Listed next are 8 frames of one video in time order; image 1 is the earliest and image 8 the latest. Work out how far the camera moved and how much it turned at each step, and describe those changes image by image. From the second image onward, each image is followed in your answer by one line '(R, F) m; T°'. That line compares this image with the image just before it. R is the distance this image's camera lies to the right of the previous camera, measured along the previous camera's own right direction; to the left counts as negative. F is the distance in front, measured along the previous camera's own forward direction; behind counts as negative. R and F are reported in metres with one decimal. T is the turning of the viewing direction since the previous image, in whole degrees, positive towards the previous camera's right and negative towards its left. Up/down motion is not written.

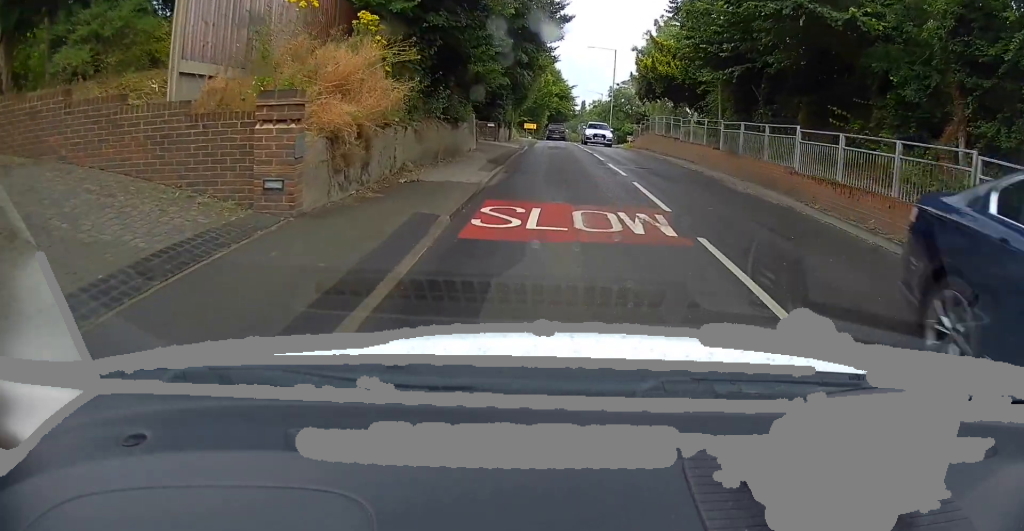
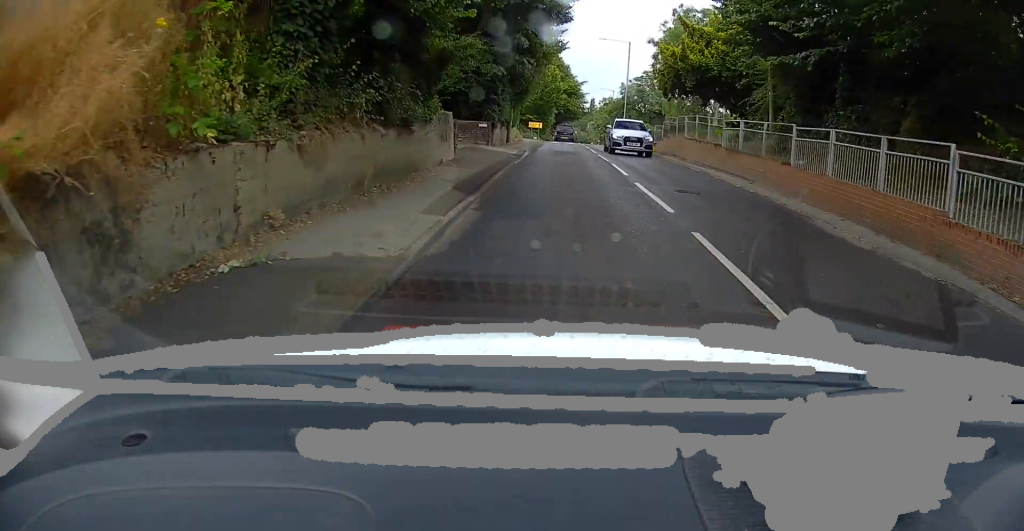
(+0.1, +6.0) m; +1°
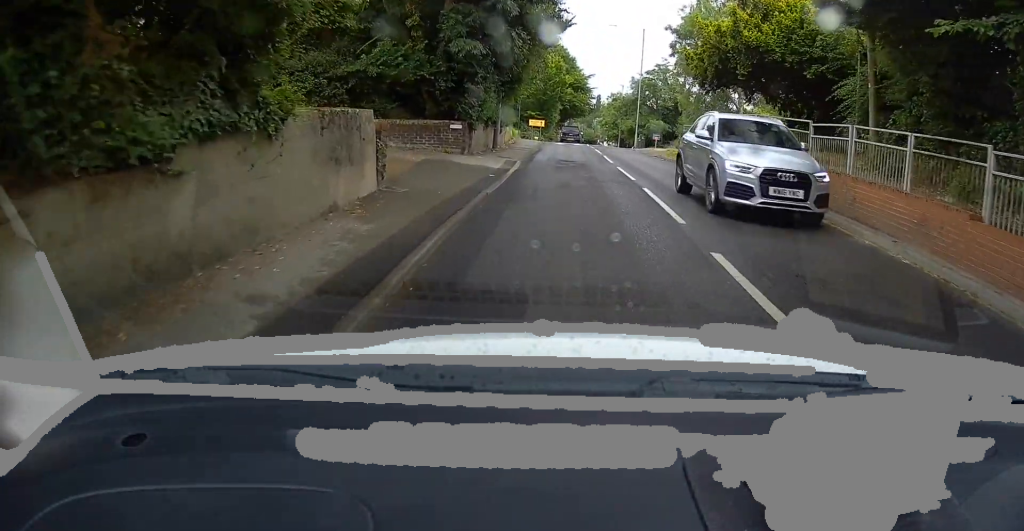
(+0.1, +7.2) m; +1°
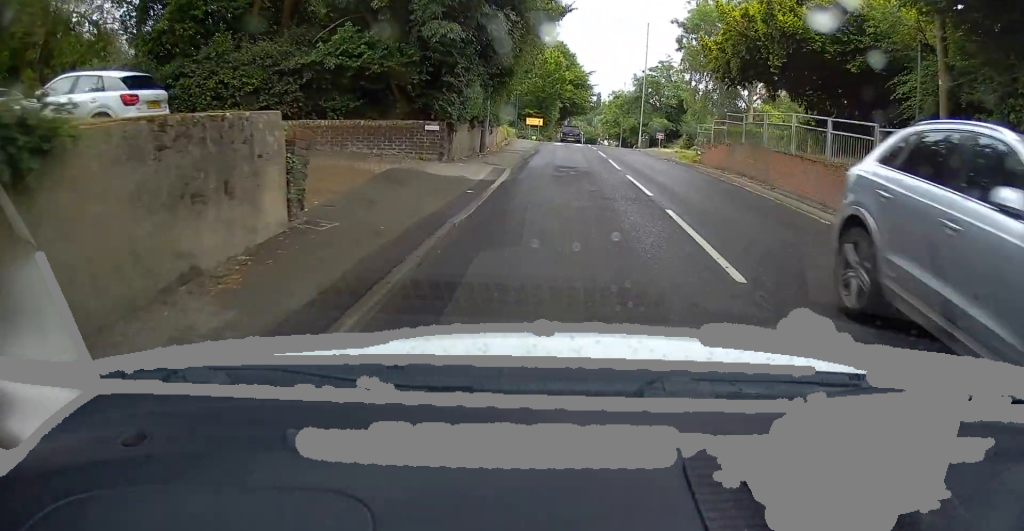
(0.0, +2.9) m; 0°
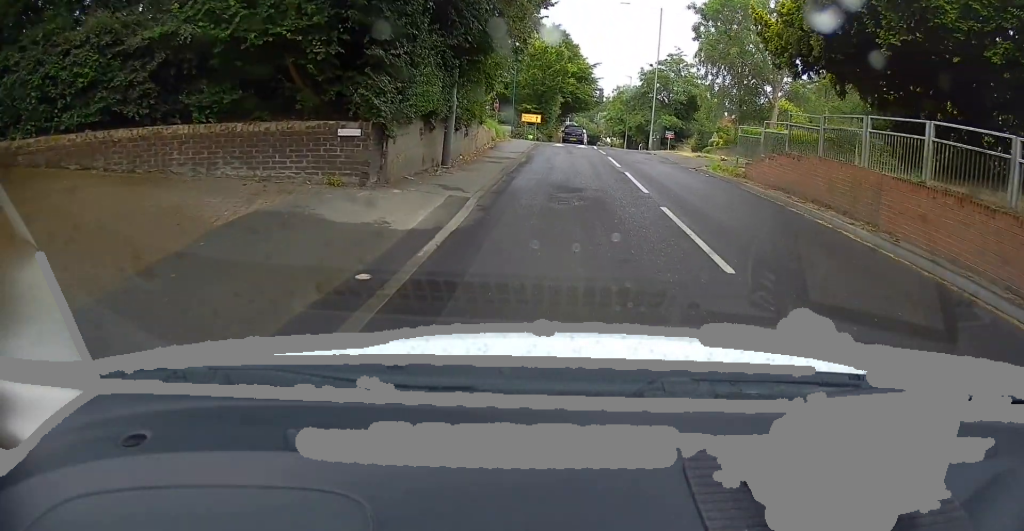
(0.0, +5.6) m; -1°
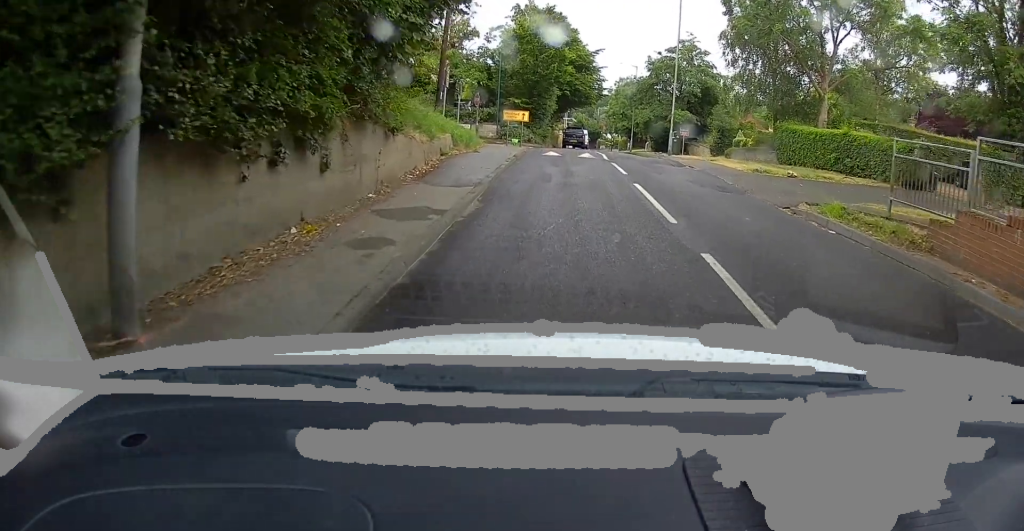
(-0.2, +9.0) m; -3°
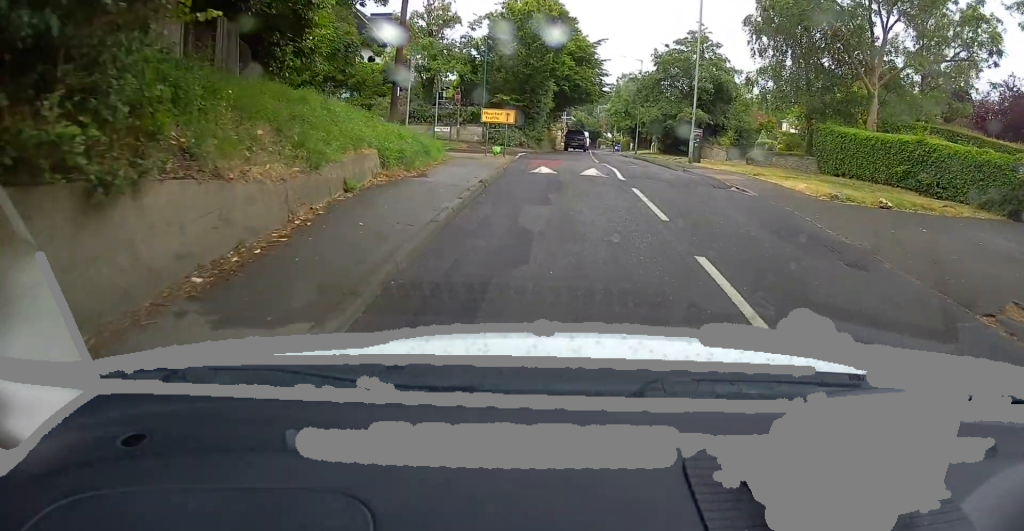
(-0.2, +6.1) m; +2°
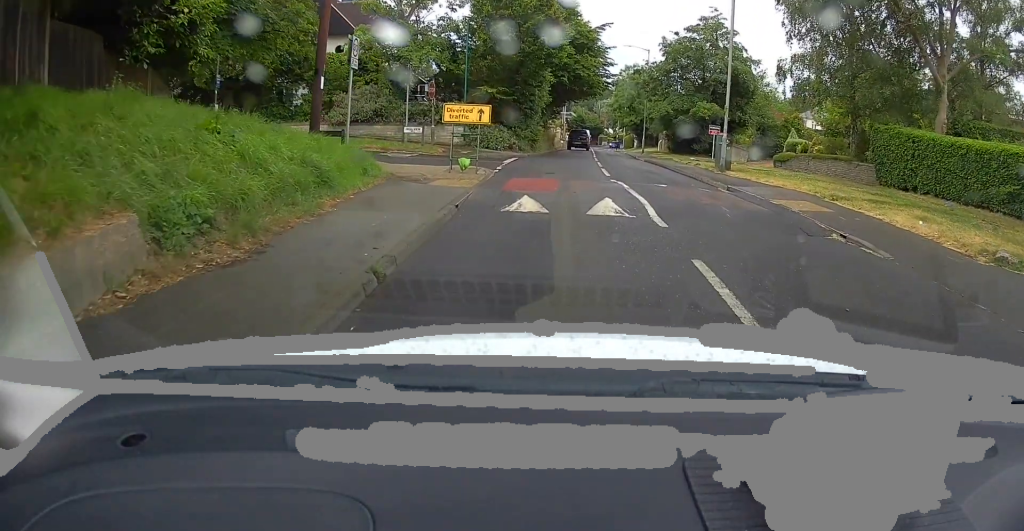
(+0.5, +6.1) m; +3°
